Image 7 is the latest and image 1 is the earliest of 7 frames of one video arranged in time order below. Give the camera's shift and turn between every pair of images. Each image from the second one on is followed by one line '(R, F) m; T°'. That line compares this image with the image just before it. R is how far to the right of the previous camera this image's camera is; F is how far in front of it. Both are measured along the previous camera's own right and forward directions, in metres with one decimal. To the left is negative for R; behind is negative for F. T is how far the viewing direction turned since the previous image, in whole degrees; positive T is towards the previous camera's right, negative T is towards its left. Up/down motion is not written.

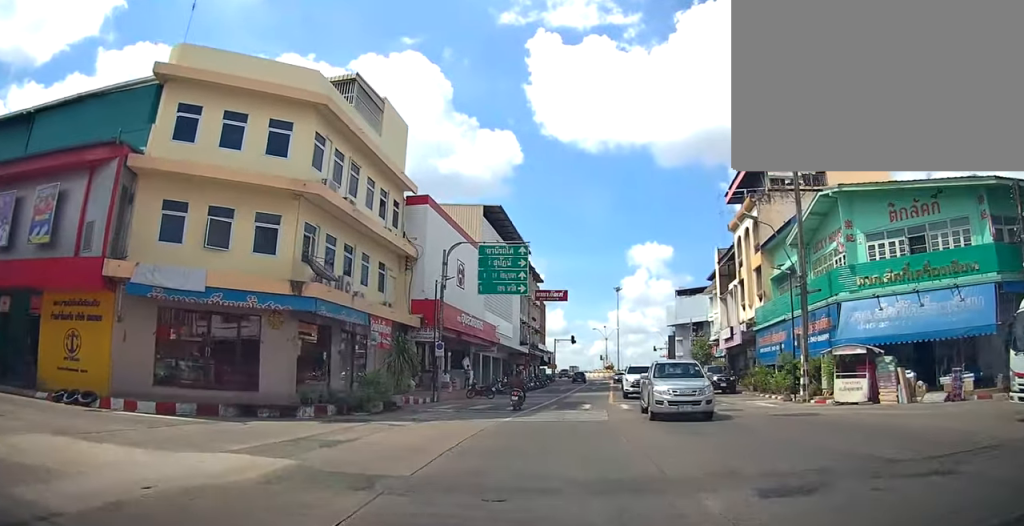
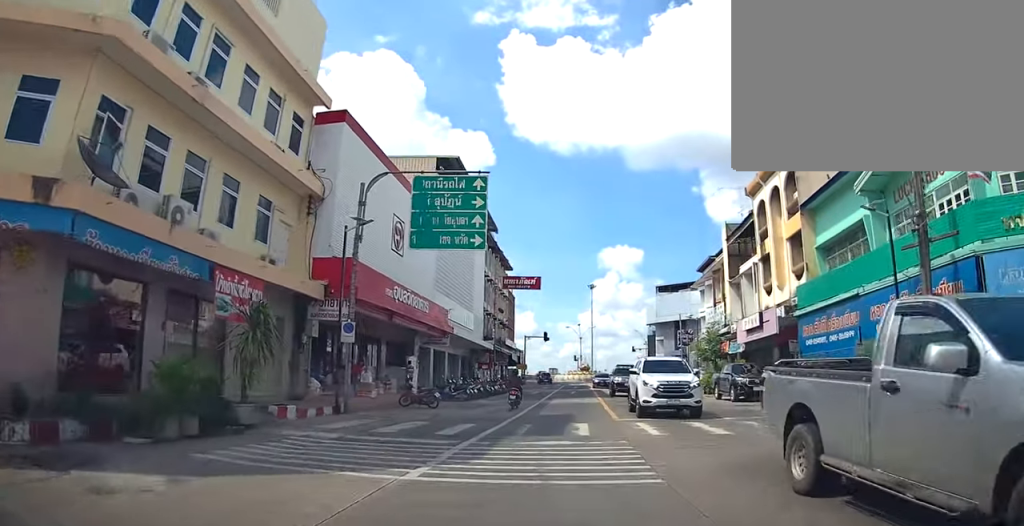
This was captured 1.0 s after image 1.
(+0.2, +10.2) m; +5°
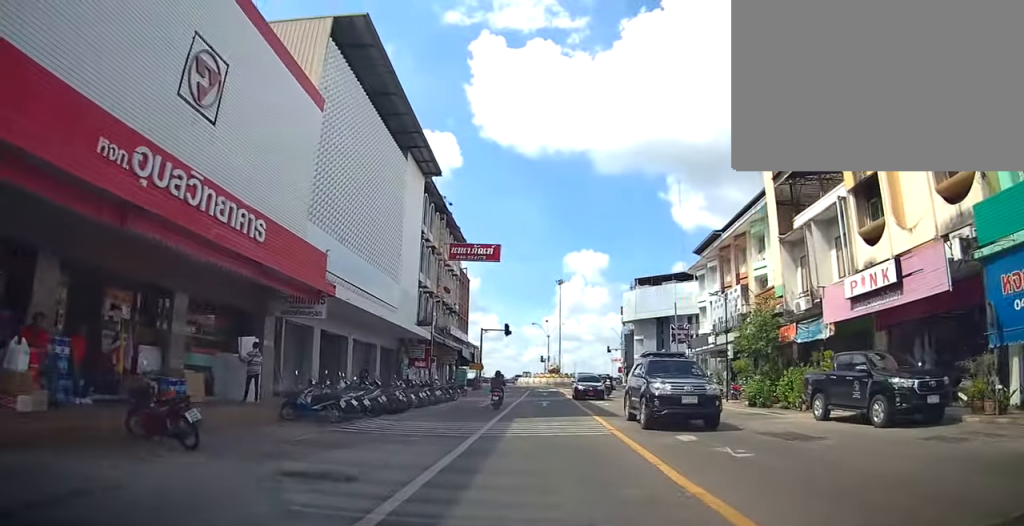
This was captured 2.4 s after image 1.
(+0.7, +14.7) m; +1°
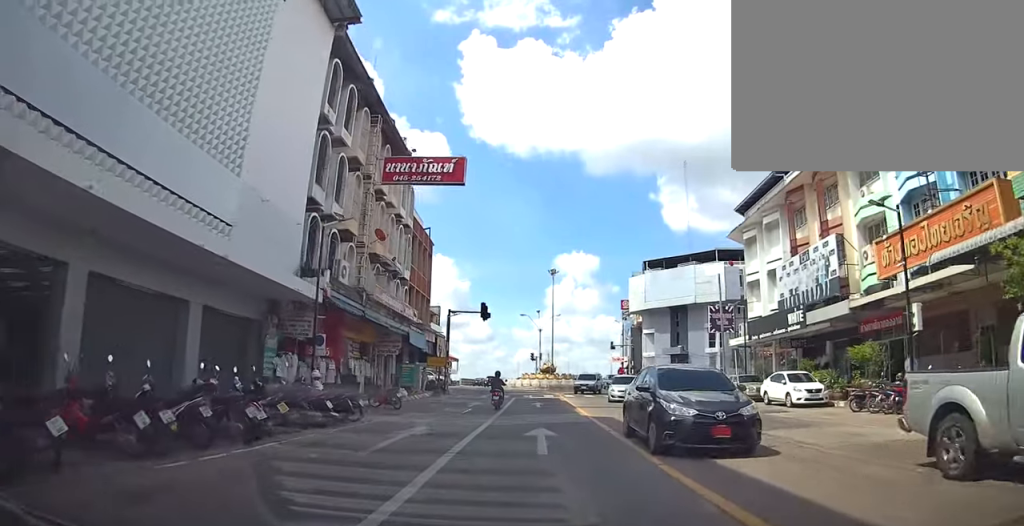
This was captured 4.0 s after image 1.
(0.0, +16.2) m; 0°
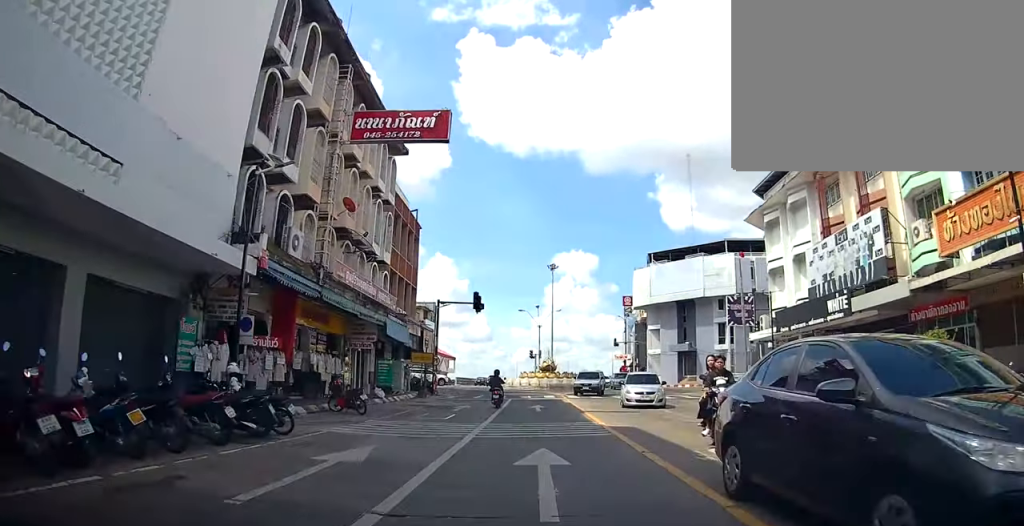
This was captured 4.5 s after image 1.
(-0.1, +4.3) m; 0°
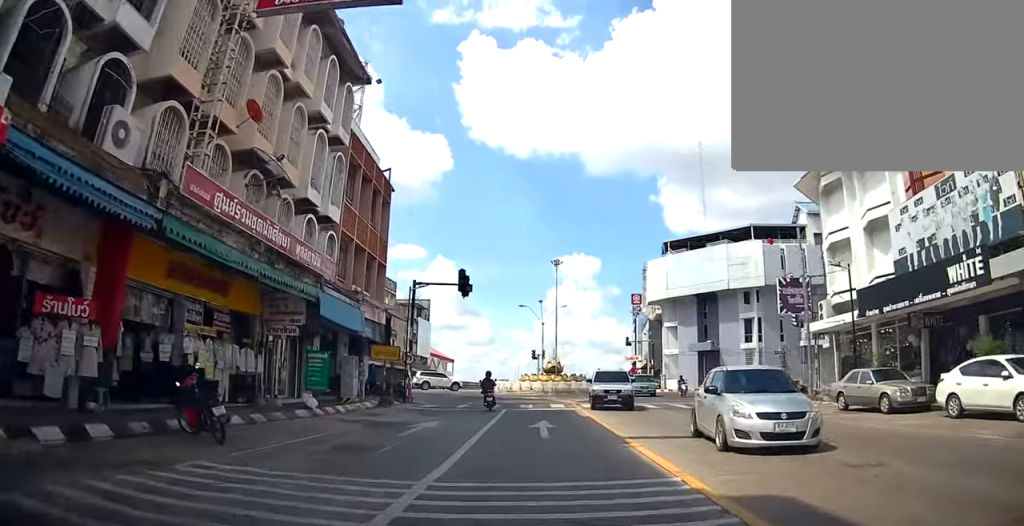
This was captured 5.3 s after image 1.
(-0.5, +8.3) m; 0°
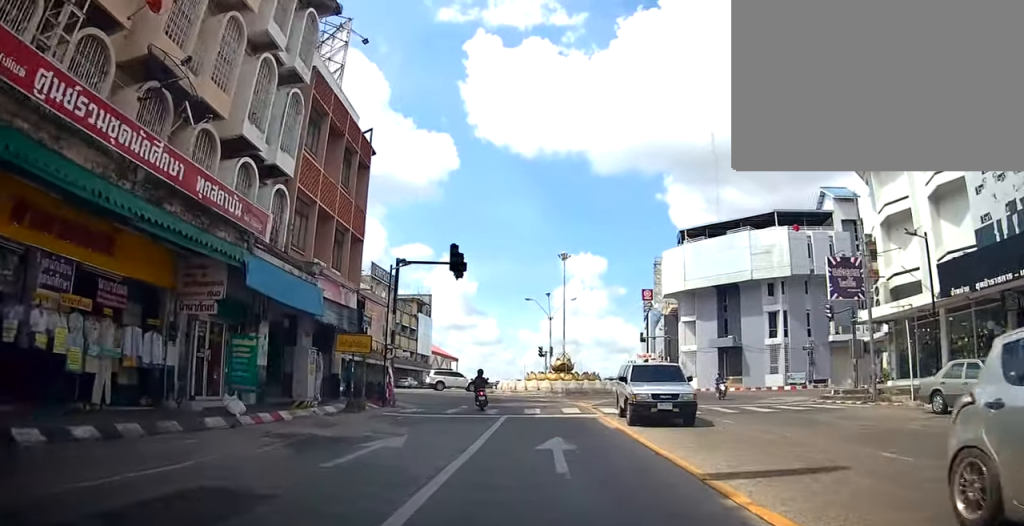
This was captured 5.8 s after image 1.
(+0.4, +5.1) m; 0°
